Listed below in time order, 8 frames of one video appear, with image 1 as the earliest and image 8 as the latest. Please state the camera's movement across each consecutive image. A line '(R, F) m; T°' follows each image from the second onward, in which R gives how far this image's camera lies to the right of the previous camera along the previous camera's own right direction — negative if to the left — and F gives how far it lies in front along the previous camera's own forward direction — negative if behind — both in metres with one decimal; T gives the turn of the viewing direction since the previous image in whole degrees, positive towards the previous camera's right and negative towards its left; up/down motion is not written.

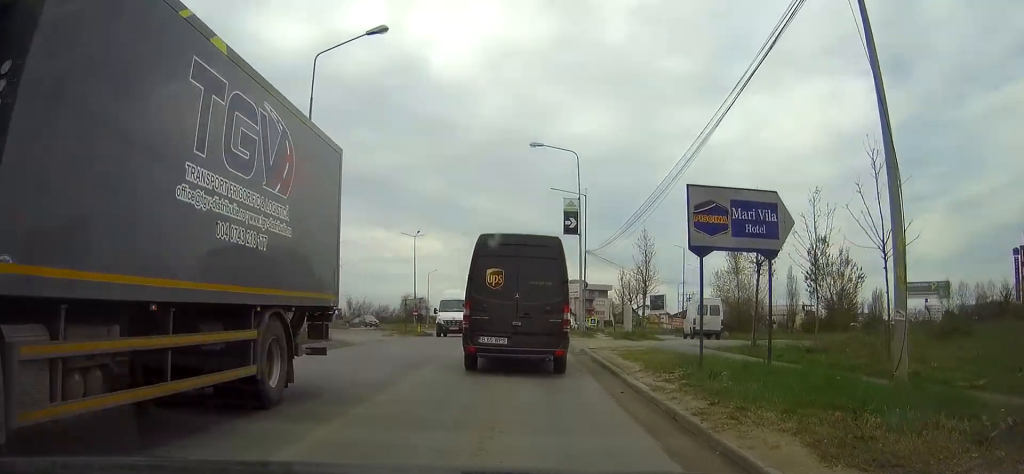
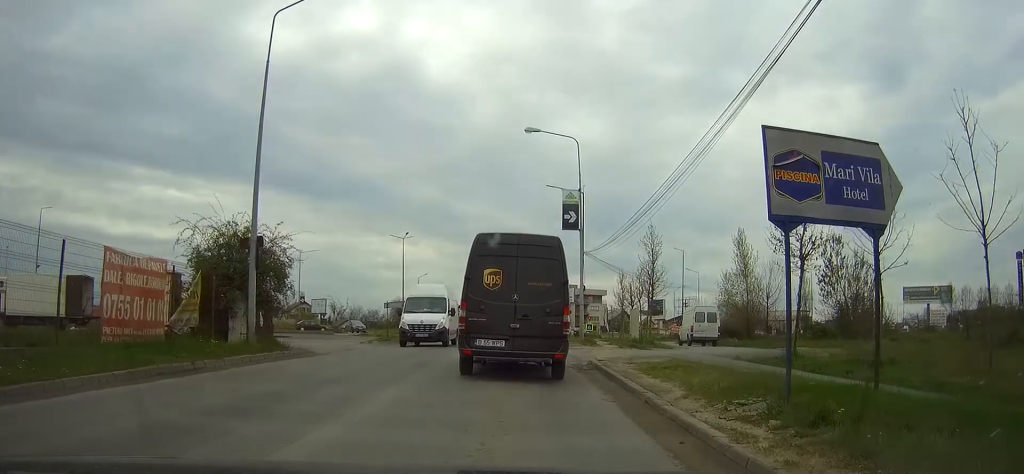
(0.0, +4.6) m; -1°
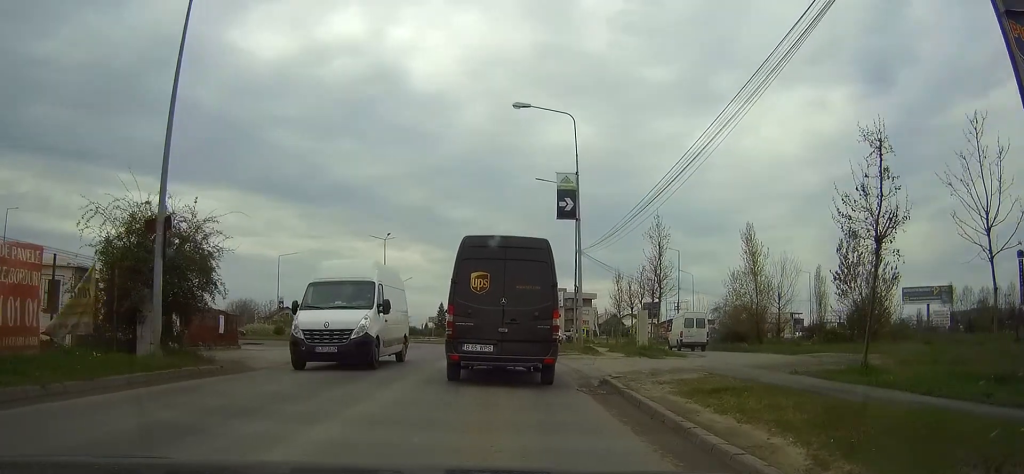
(-0.1, +5.3) m; -2°
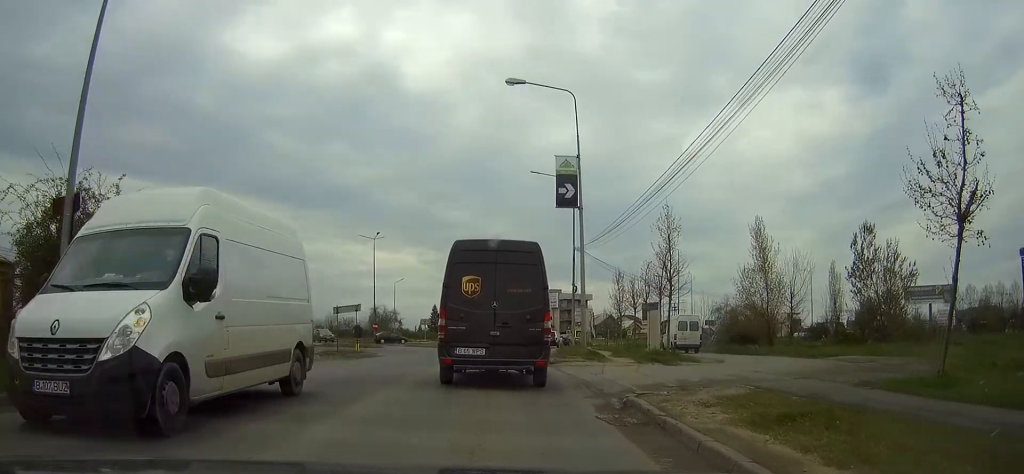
(-0.1, +3.7) m; 0°
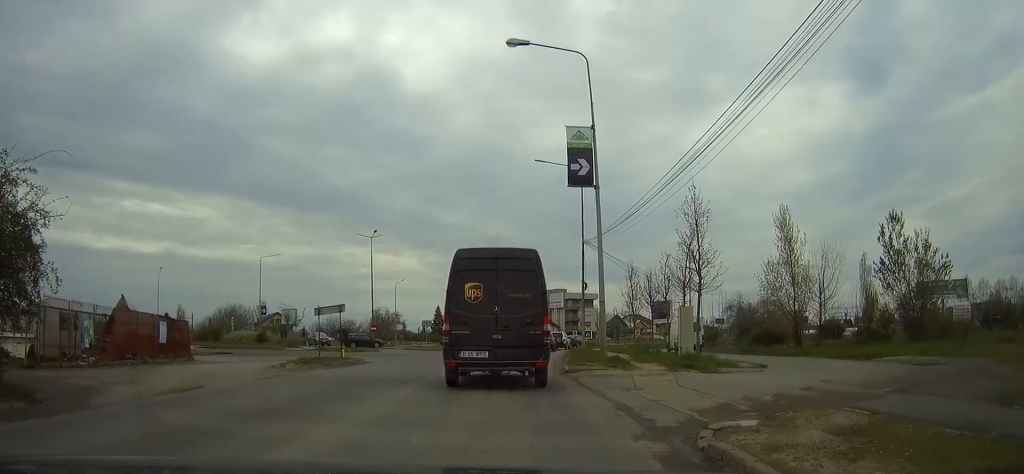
(0.0, +4.5) m; +1°
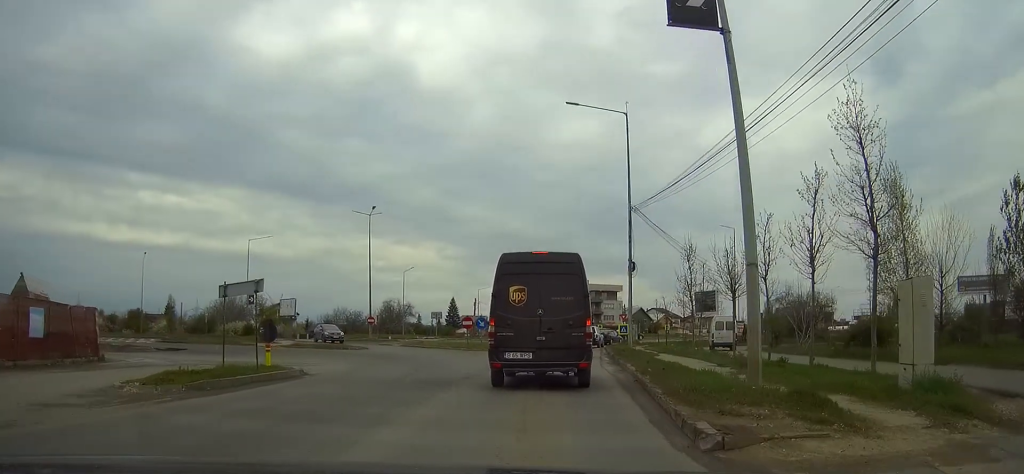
(+0.6, +12.4) m; +5°
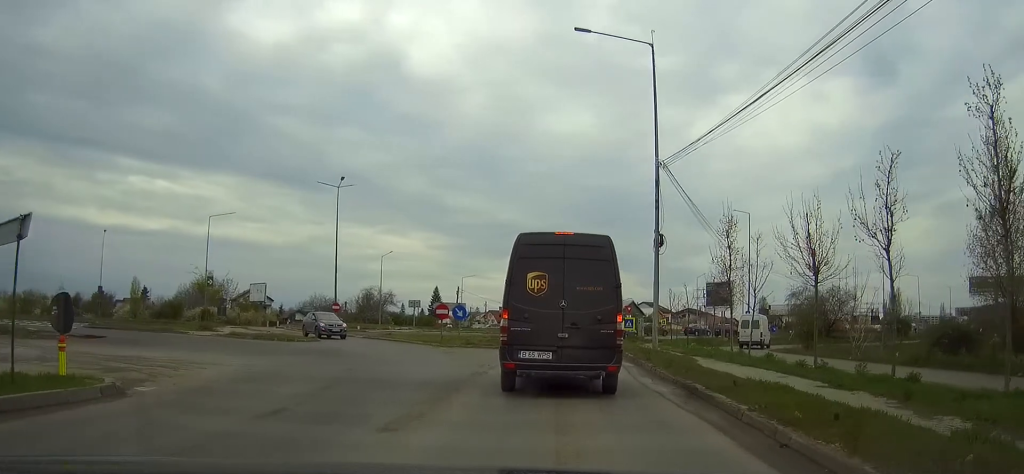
(+0.3, +8.6) m; +3°
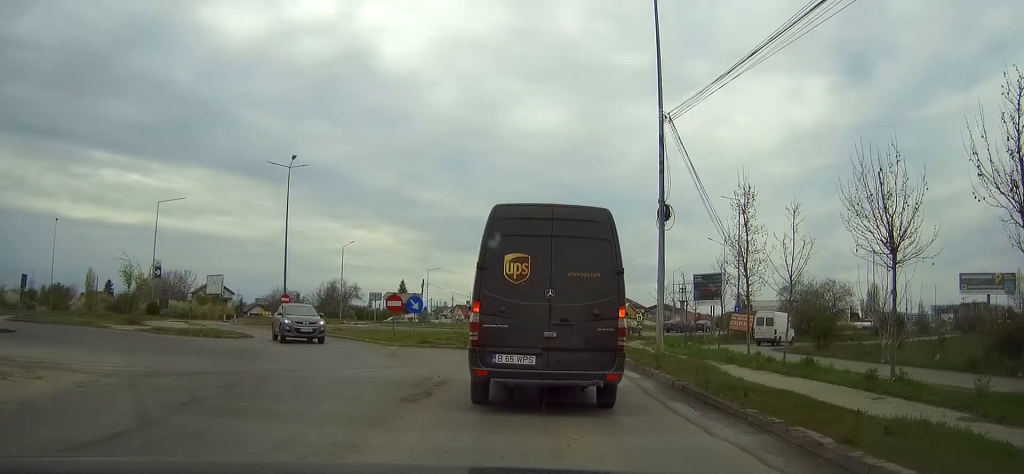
(+0.1, +5.5) m; +4°
